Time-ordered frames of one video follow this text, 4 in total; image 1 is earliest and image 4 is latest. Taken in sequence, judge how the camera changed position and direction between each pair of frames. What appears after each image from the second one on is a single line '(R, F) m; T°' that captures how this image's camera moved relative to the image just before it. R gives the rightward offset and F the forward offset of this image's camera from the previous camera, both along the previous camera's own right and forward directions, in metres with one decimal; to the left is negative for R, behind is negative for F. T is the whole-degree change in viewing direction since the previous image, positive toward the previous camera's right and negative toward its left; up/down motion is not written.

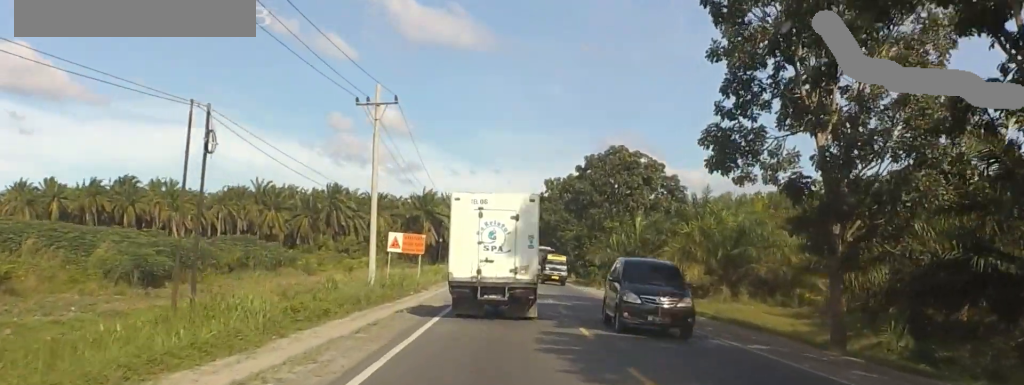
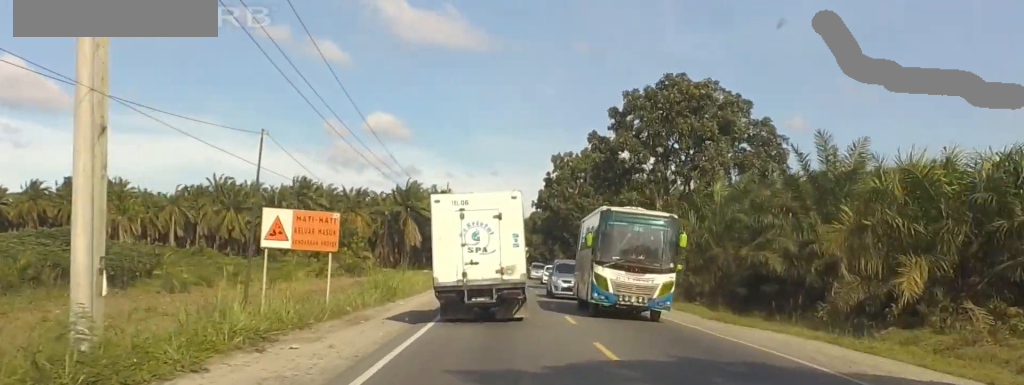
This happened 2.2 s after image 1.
(+1.1, +28.2) m; -2°
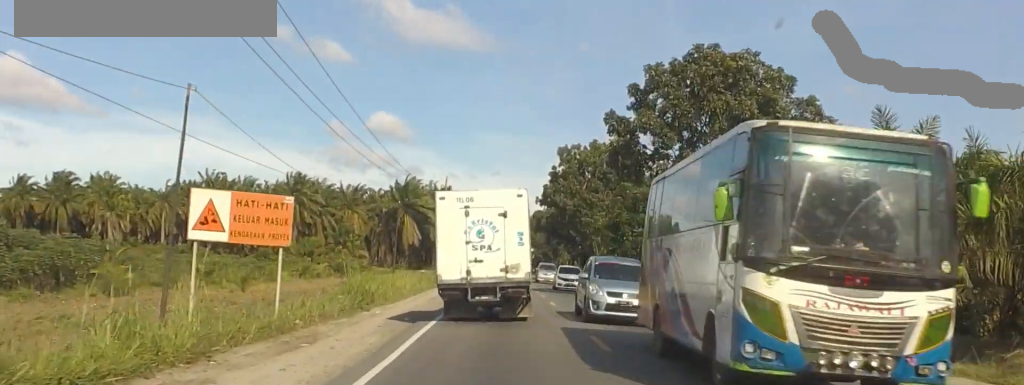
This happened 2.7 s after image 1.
(-0.1, +6.7) m; 0°
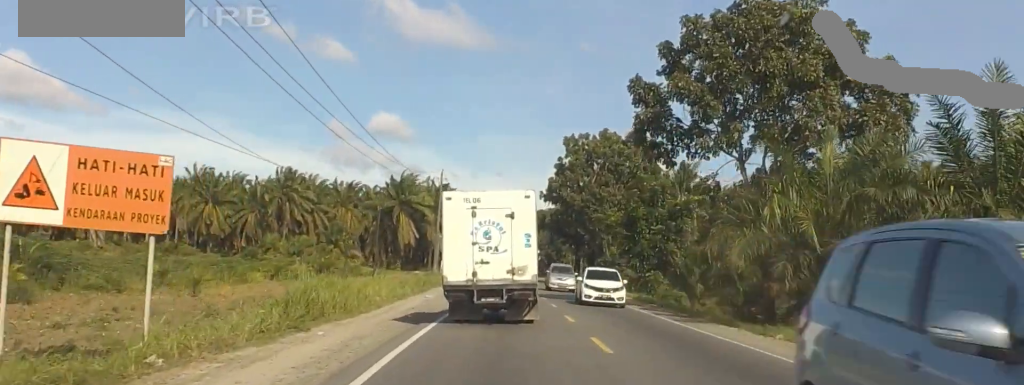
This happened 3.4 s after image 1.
(0.0, +8.3) m; 0°
